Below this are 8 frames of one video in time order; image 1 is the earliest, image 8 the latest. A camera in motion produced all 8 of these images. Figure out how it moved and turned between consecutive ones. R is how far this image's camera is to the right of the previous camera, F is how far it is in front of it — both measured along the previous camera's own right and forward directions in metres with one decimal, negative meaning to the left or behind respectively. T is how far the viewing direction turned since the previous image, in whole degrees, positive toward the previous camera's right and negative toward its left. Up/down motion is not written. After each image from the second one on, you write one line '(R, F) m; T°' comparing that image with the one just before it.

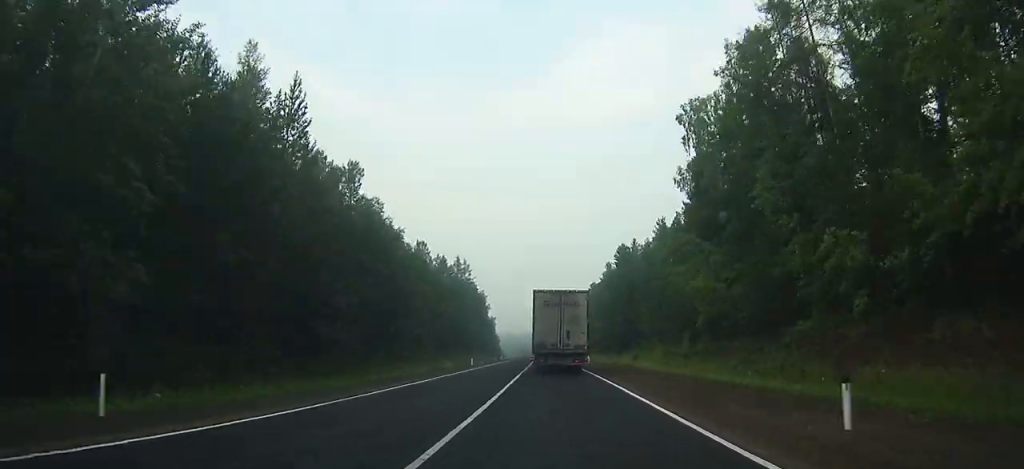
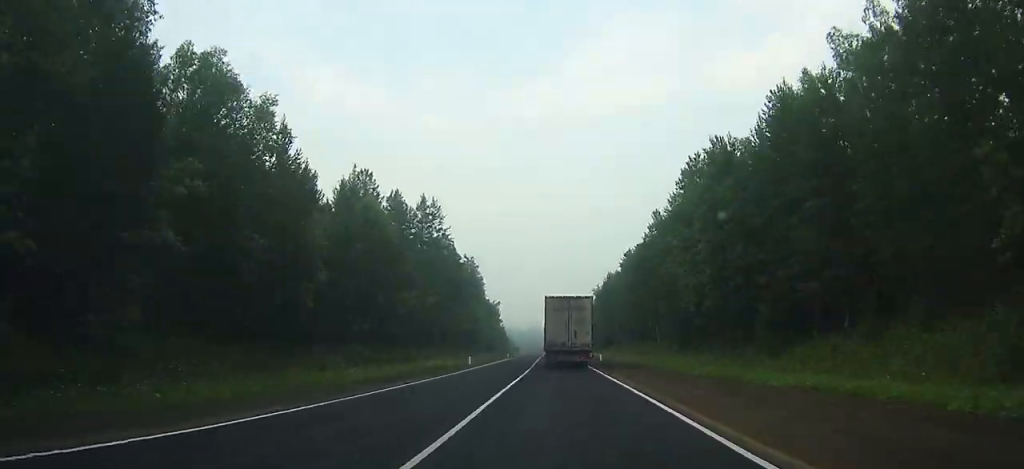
(-0.3, +56.0) m; -1°
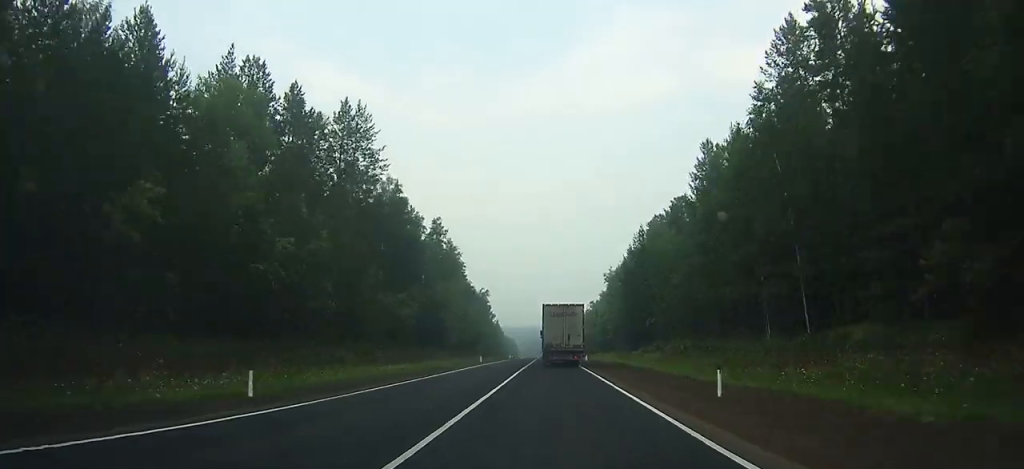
(-0.3, +38.5) m; -1°
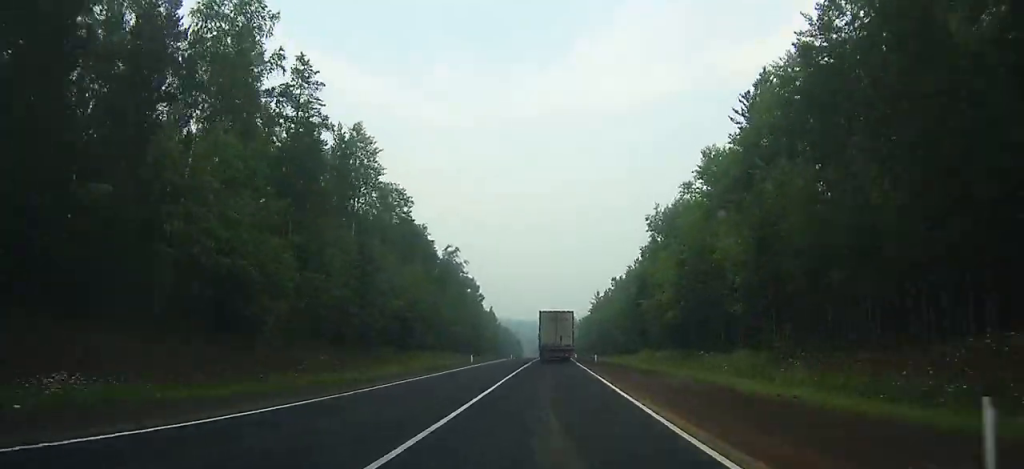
(-0.5, +60.7) m; +1°
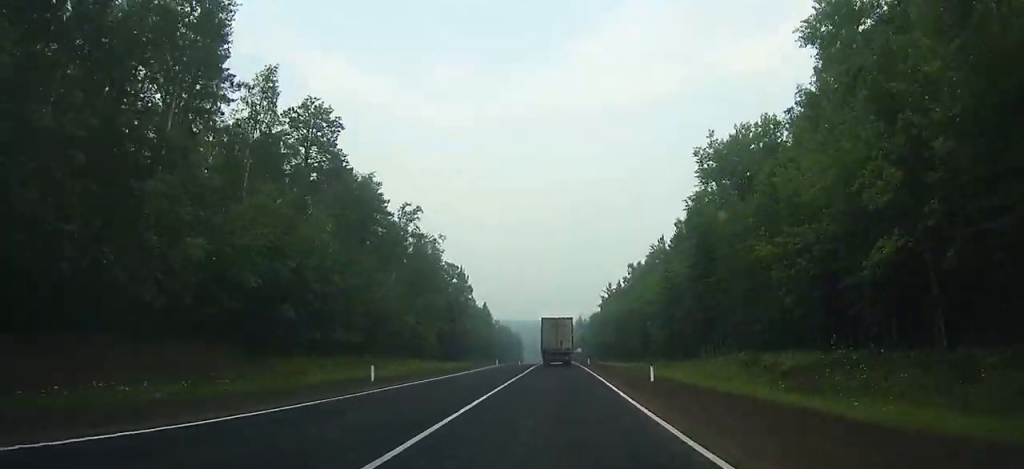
(-0.3, +31.2) m; +1°
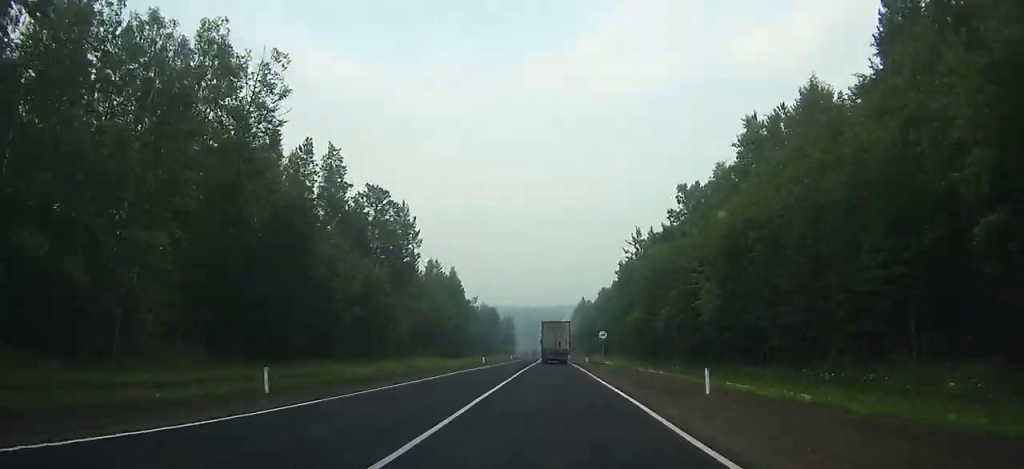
(+1.7, +59.3) m; -3°
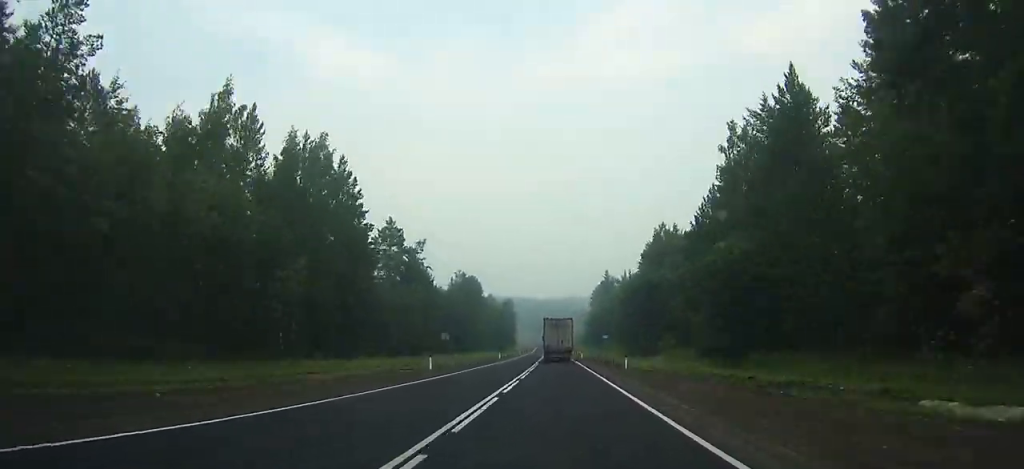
(-5.5, +83.9) m; -2°
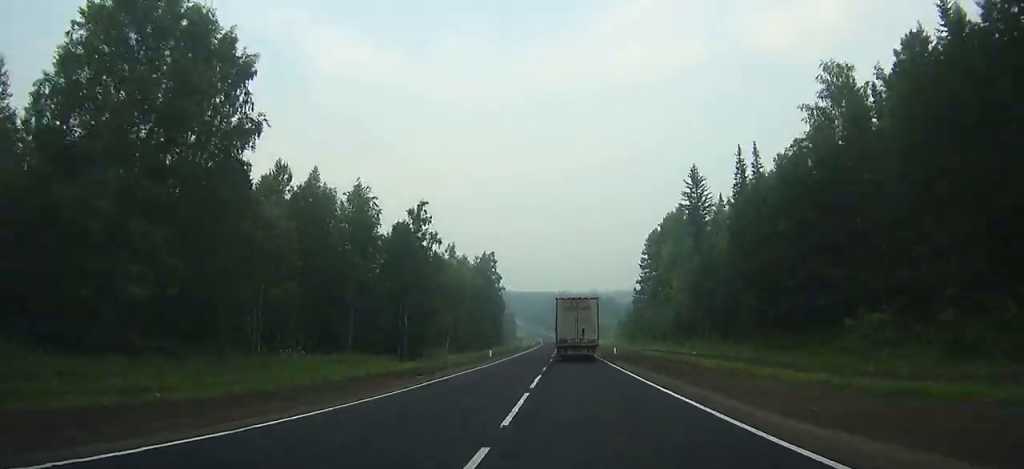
(+2.4, +130.5) m; 0°
